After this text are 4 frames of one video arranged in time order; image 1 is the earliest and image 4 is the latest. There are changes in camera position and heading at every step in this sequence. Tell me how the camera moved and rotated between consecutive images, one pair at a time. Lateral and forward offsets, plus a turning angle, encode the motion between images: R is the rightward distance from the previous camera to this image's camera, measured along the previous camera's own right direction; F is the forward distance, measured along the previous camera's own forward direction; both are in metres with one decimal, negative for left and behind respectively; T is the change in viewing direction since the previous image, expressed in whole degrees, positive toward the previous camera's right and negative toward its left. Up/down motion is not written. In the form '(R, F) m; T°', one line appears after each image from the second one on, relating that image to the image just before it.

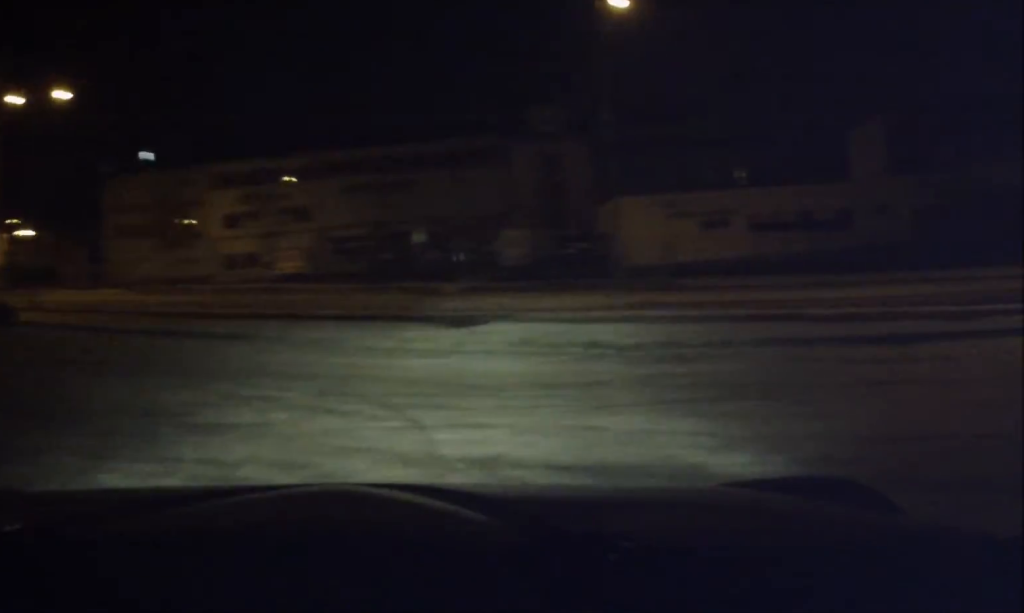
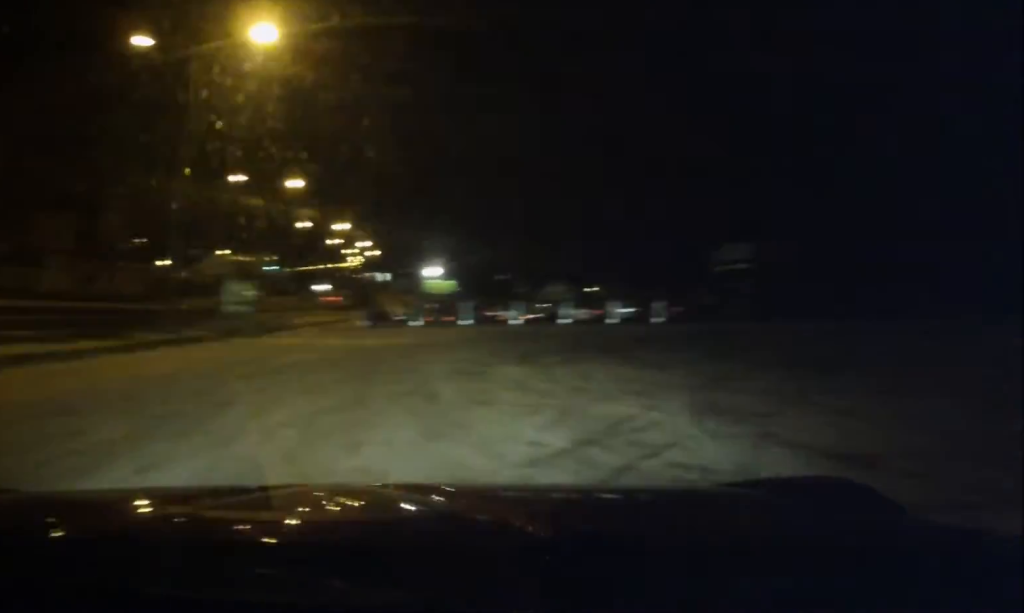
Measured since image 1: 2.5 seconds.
(+4.3, +9.2) m; +77°
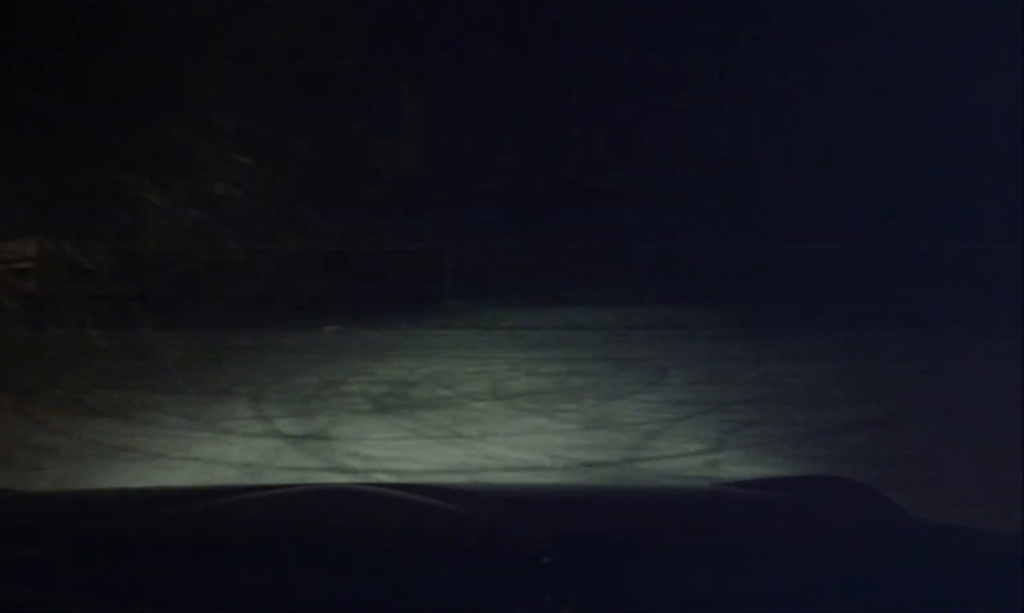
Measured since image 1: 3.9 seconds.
(+3.3, +4.1) m; +71°
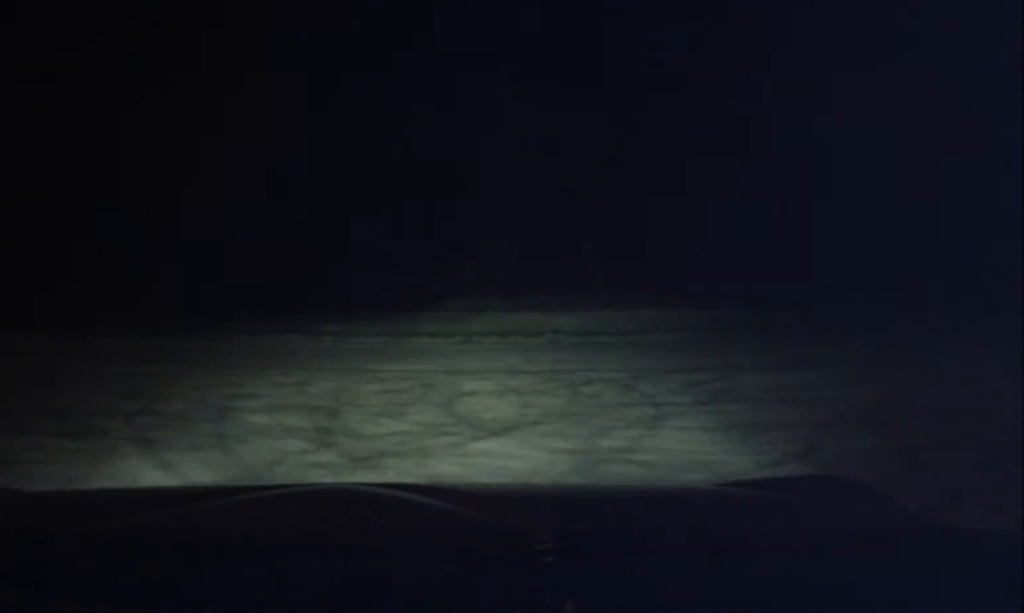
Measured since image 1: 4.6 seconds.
(+0.7, +2.5) m; +29°
